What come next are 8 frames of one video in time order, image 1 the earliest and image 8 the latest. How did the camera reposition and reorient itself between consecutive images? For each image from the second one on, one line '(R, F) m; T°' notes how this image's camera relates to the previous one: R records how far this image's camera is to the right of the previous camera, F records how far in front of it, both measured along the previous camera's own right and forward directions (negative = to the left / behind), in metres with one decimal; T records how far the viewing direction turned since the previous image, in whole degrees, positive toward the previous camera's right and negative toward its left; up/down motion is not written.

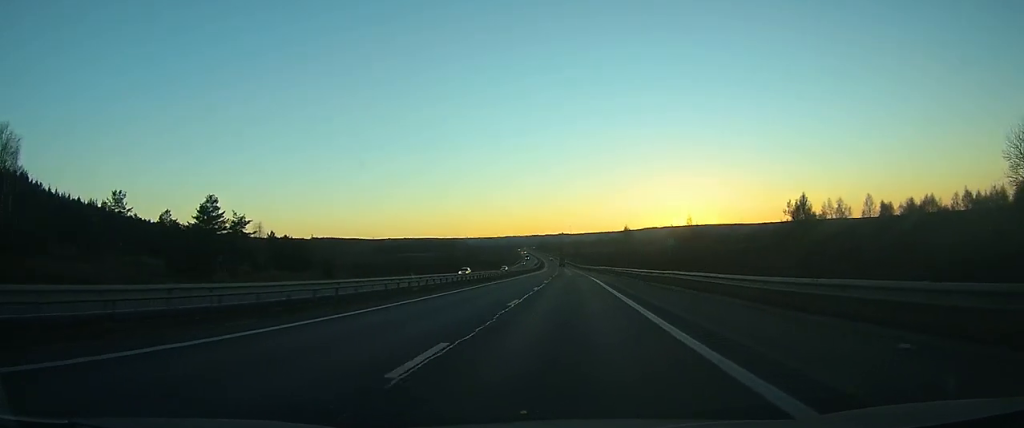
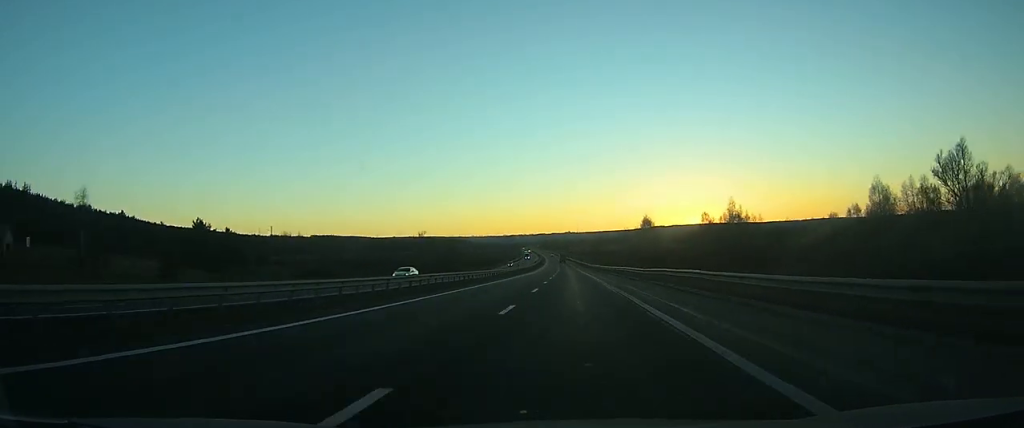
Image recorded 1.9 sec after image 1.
(-0.5, +52.3) m; -1°
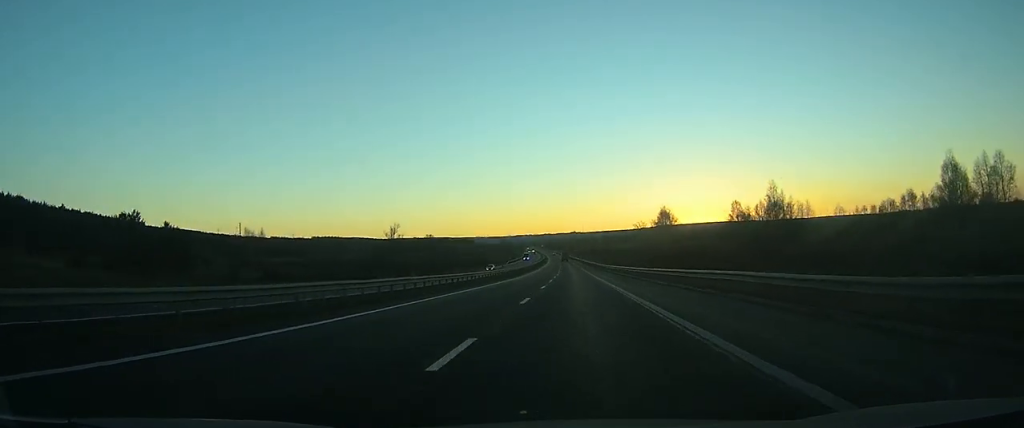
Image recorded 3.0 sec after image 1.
(-0.2, +32.0) m; 0°
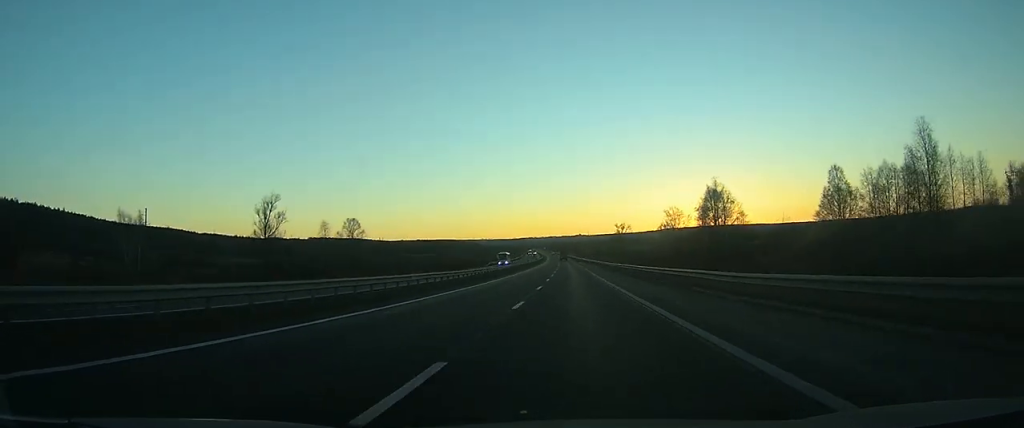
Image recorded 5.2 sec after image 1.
(-0.3, +62.2) m; -1°
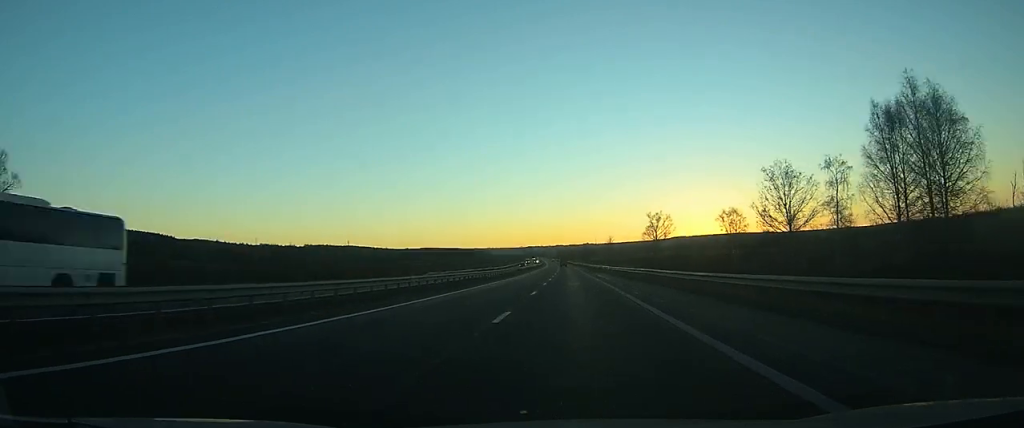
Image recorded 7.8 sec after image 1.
(-0.4, +73.3) m; -1°
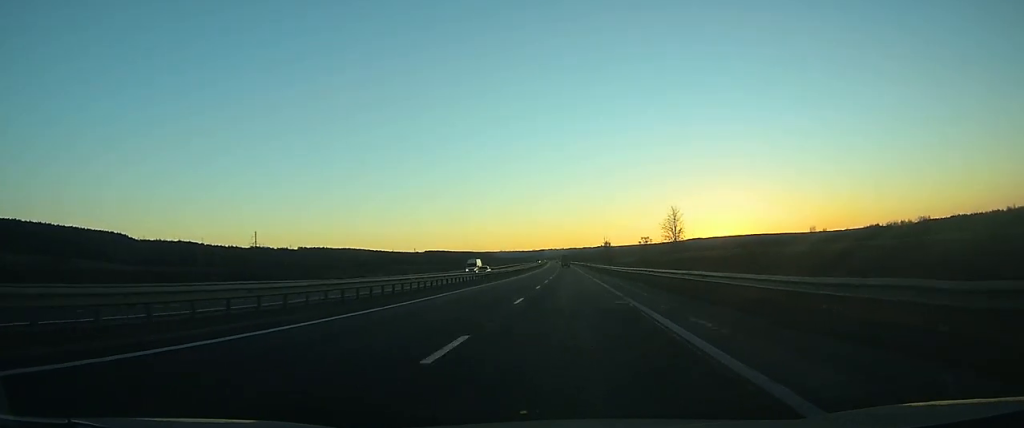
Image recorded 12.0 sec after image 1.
(-1.4, +119.4) m; -1°
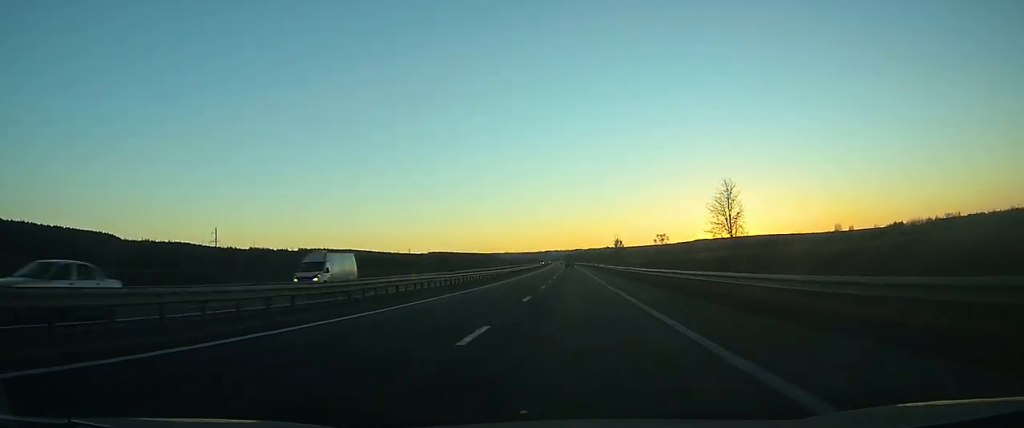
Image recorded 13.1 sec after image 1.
(-0.2, +35.9) m; 0°
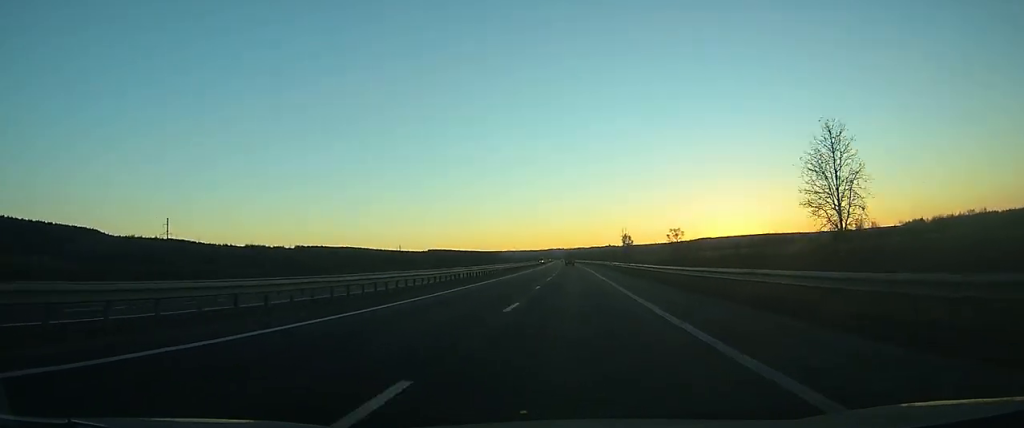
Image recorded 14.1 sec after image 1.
(0.0, +31.6) m; 0°
